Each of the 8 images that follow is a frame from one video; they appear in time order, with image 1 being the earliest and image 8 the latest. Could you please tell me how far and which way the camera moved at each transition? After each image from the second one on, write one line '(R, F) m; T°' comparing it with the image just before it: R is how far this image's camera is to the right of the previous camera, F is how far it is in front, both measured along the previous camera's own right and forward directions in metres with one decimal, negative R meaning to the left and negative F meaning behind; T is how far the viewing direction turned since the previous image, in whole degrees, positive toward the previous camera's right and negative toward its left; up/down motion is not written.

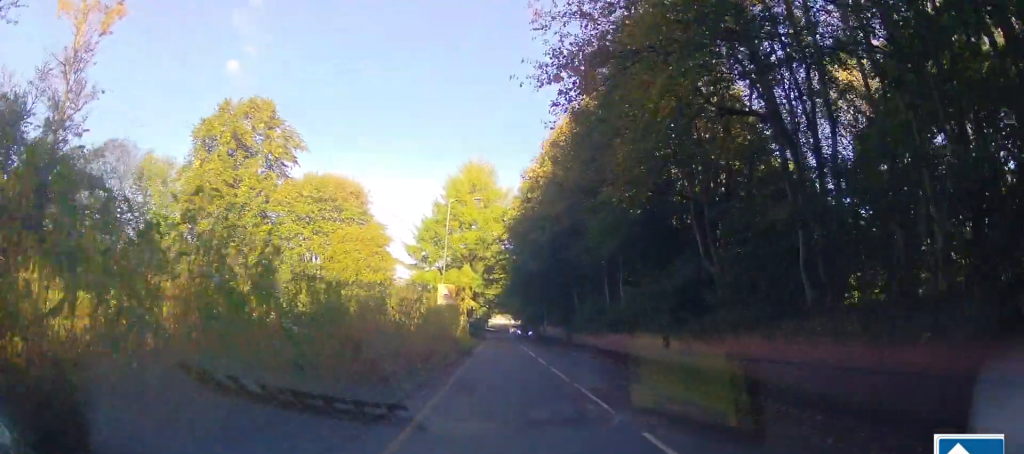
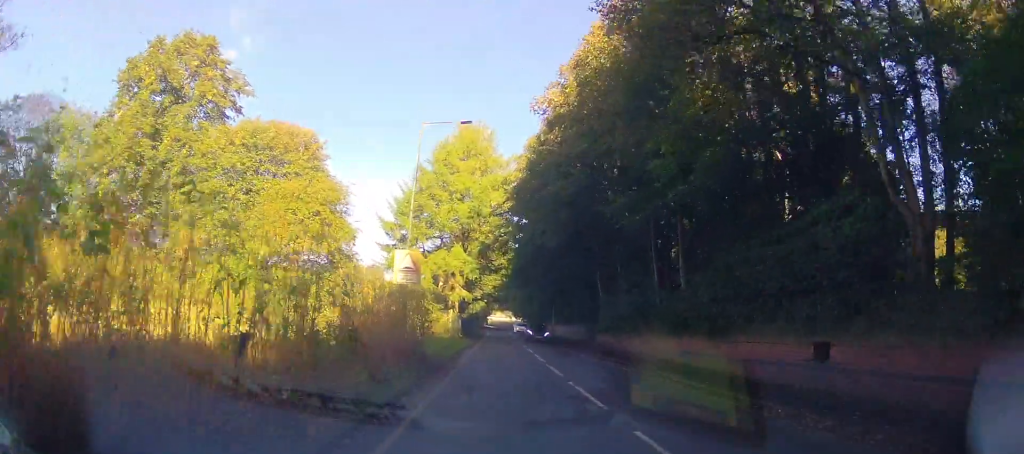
(-0.1, +11.5) m; 0°
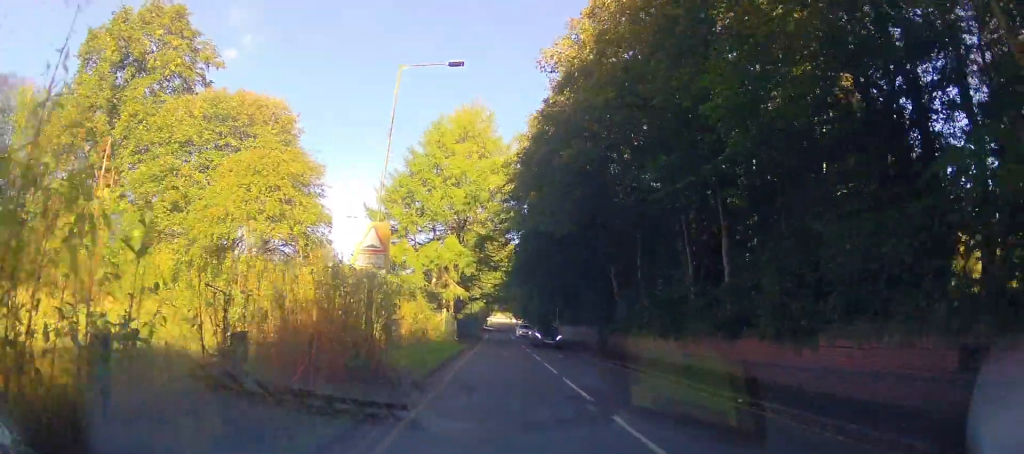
(0.0, +5.0) m; 0°
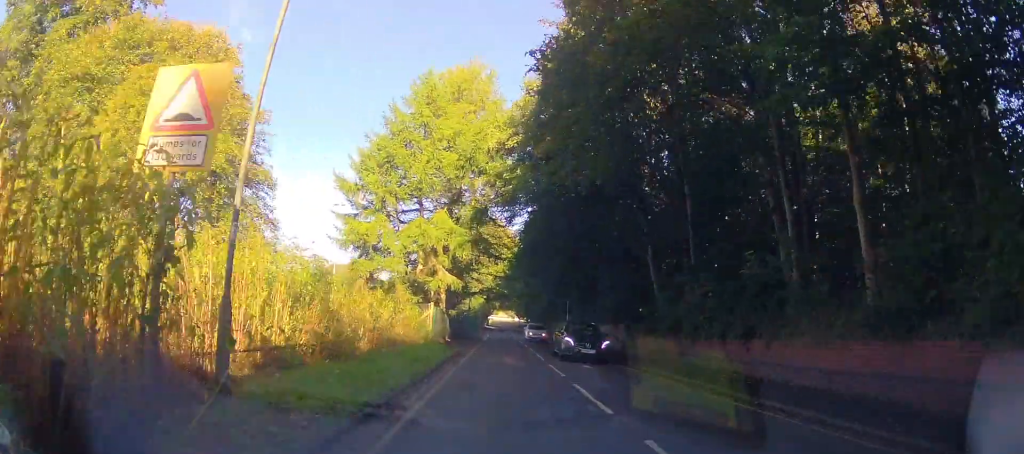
(+0.2, +8.7) m; 0°
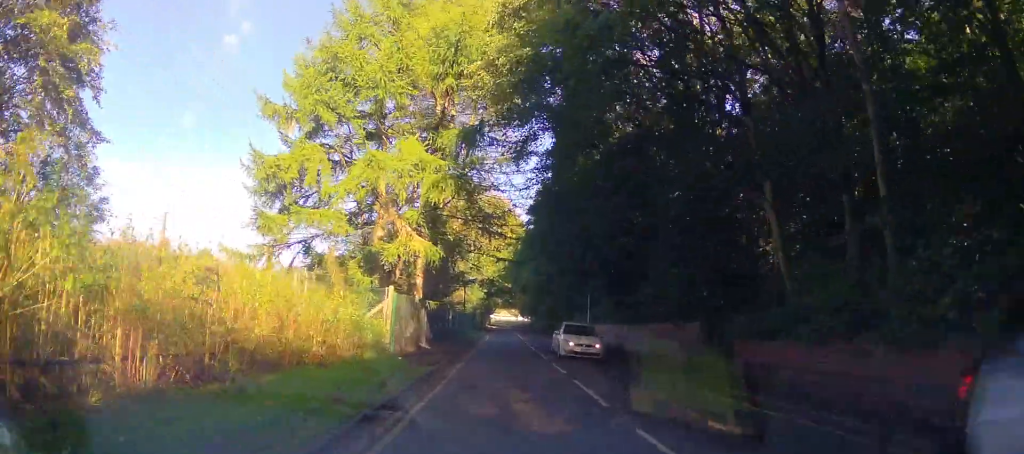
(-0.2, +13.3) m; 0°
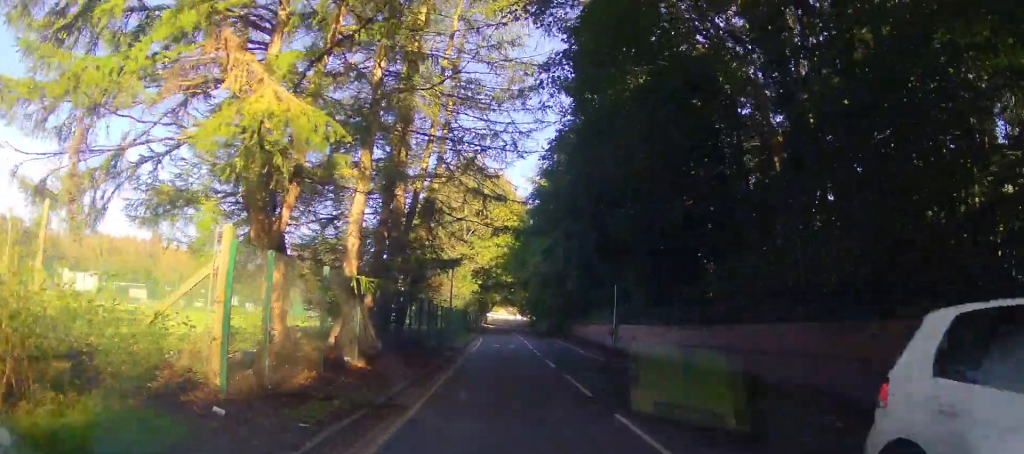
(+0.3, +13.0) m; +2°
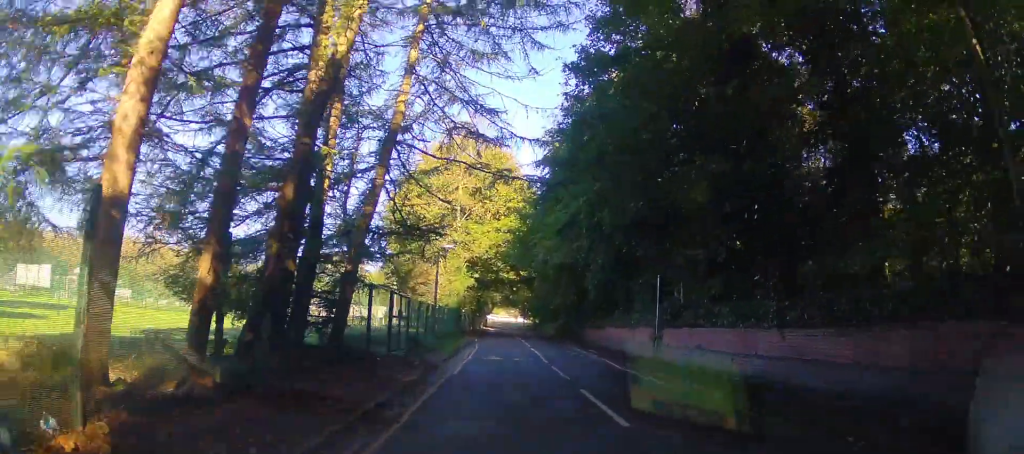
(+0.1, +10.7) m; +1°
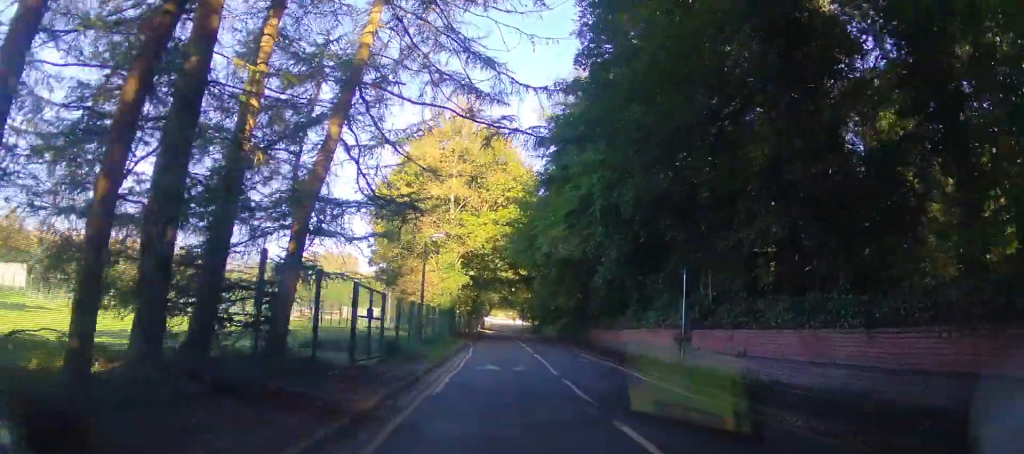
(0.0, +4.5) m; 0°
